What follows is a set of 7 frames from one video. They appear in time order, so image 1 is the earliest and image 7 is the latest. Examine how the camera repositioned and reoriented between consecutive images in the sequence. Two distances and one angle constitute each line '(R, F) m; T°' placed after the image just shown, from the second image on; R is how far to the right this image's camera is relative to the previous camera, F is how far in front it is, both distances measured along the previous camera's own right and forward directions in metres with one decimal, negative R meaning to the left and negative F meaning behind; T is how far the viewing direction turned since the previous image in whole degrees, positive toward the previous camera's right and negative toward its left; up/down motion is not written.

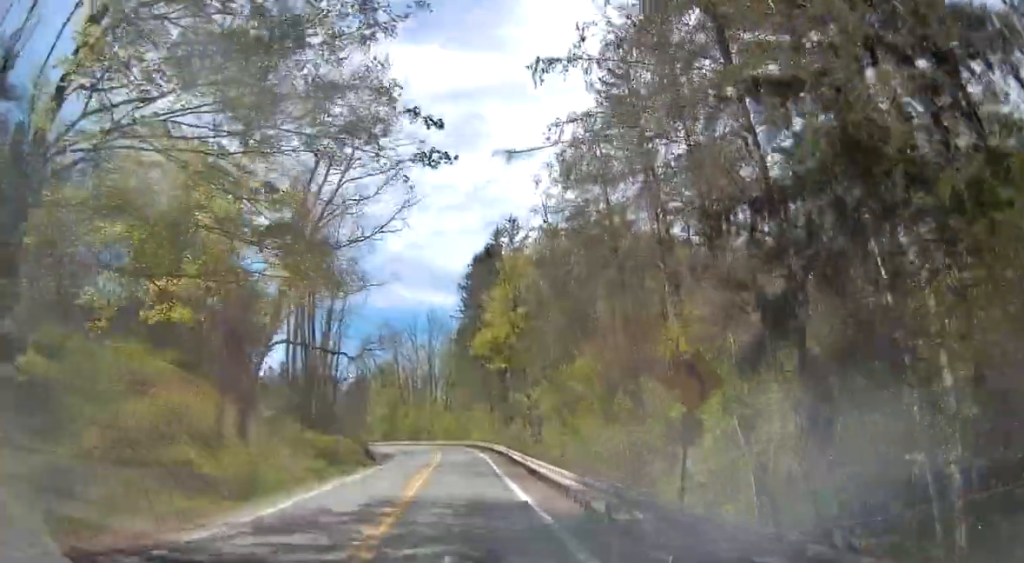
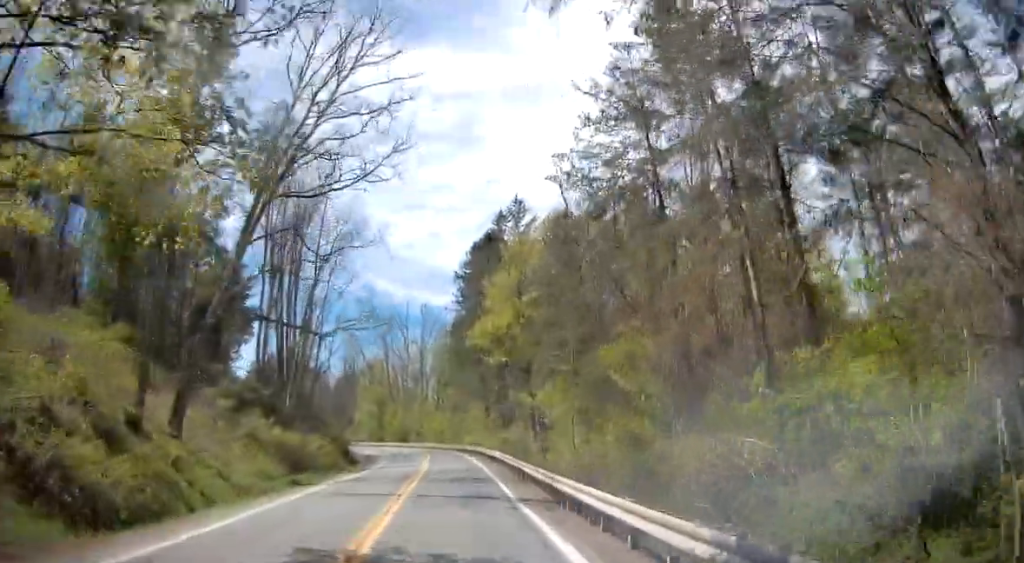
(+0.1, +7.6) m; +1°
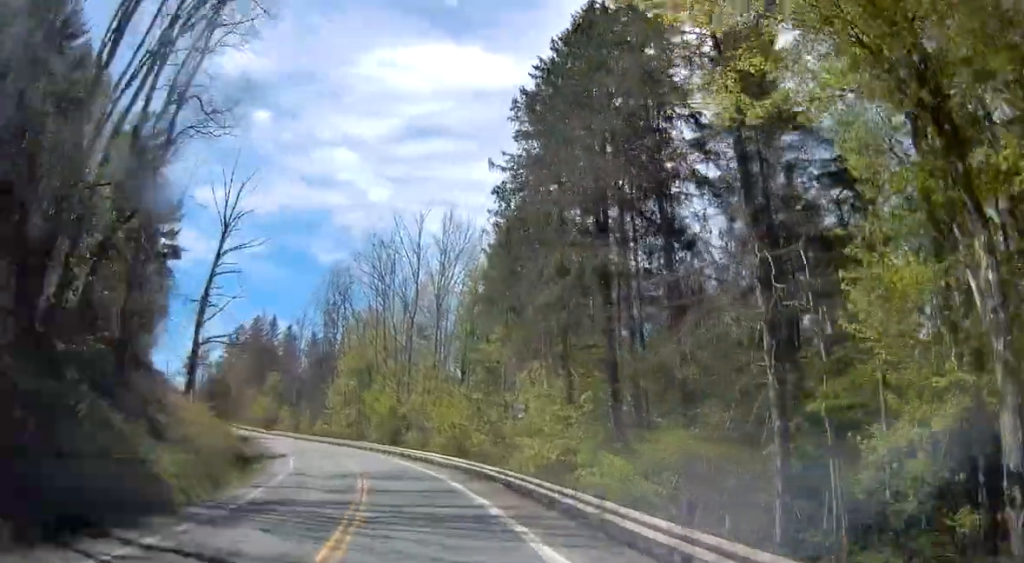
(+6.5, +45.6) m; +5°
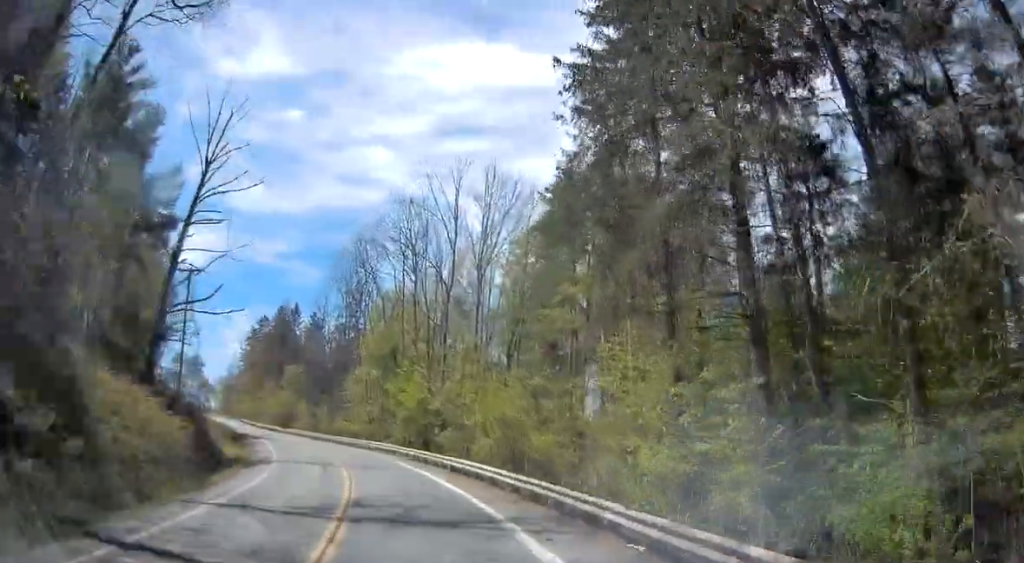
(-0.6, +12.1) m; -3°
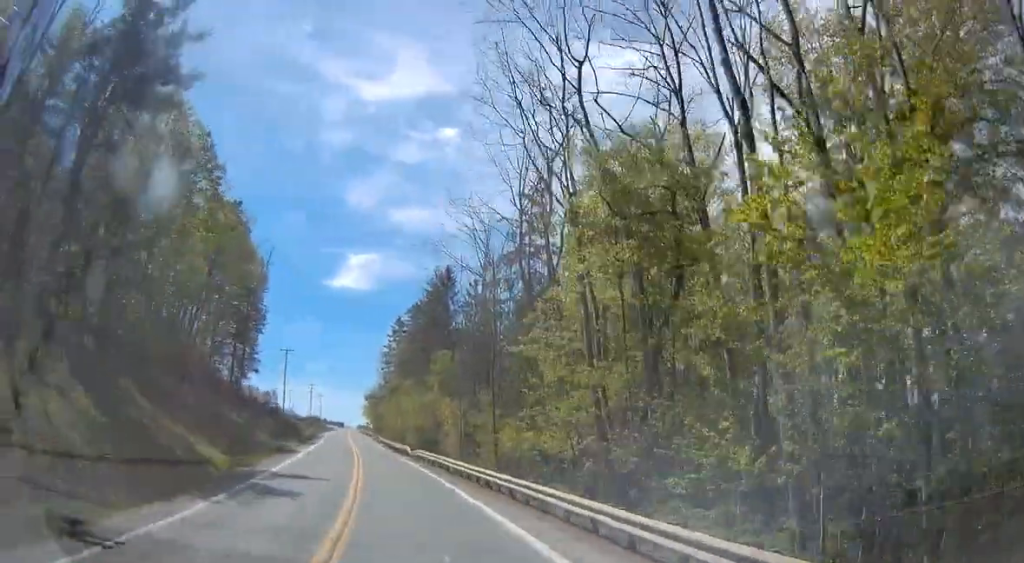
(-2.8, +38.5) m; -13°
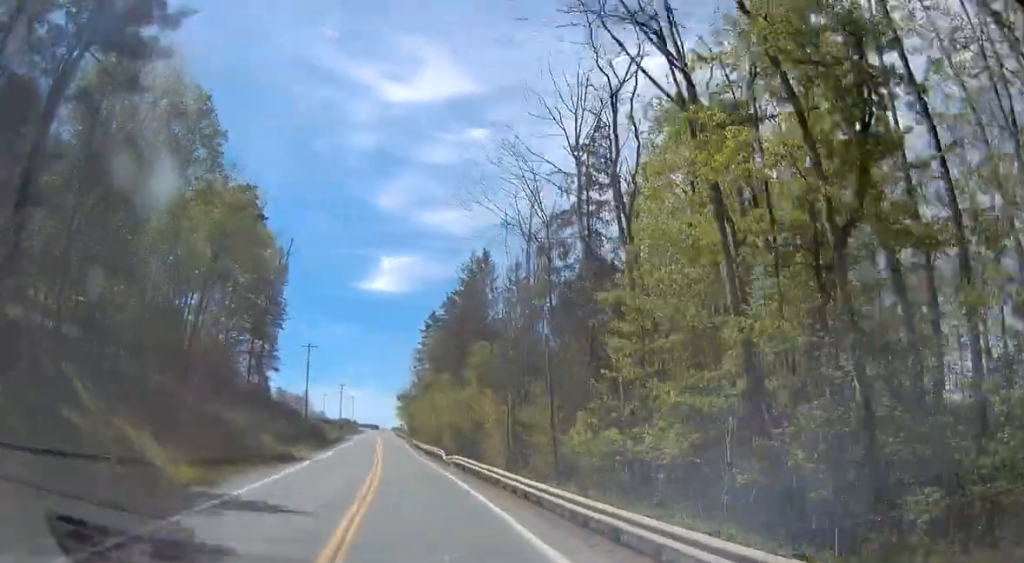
(+0.3, +8.2) m; -5°
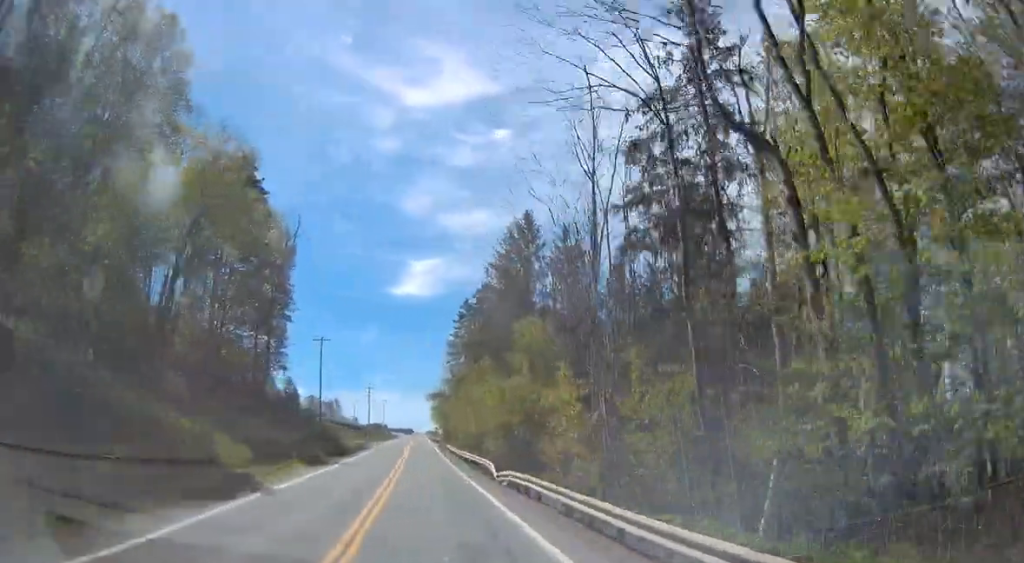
(-2.2, +13.3) m; -5°
